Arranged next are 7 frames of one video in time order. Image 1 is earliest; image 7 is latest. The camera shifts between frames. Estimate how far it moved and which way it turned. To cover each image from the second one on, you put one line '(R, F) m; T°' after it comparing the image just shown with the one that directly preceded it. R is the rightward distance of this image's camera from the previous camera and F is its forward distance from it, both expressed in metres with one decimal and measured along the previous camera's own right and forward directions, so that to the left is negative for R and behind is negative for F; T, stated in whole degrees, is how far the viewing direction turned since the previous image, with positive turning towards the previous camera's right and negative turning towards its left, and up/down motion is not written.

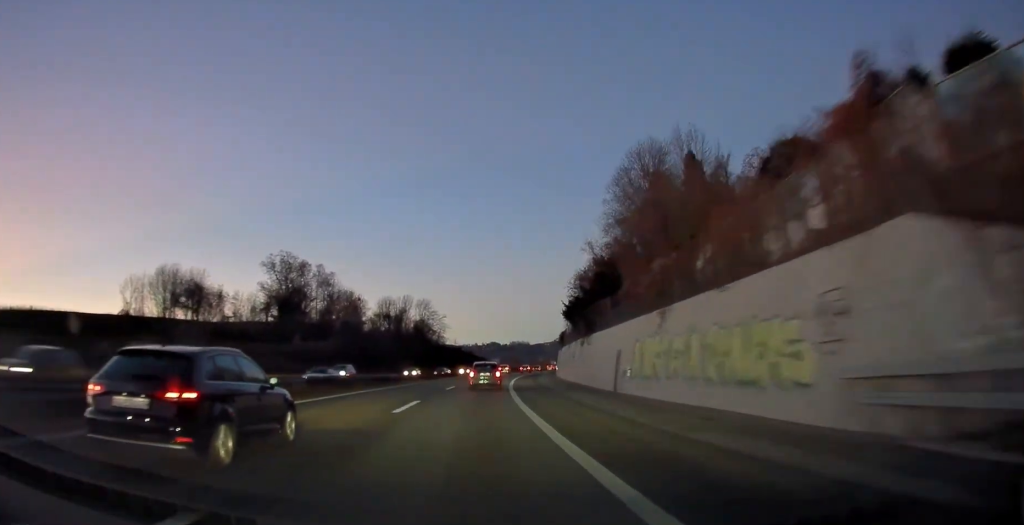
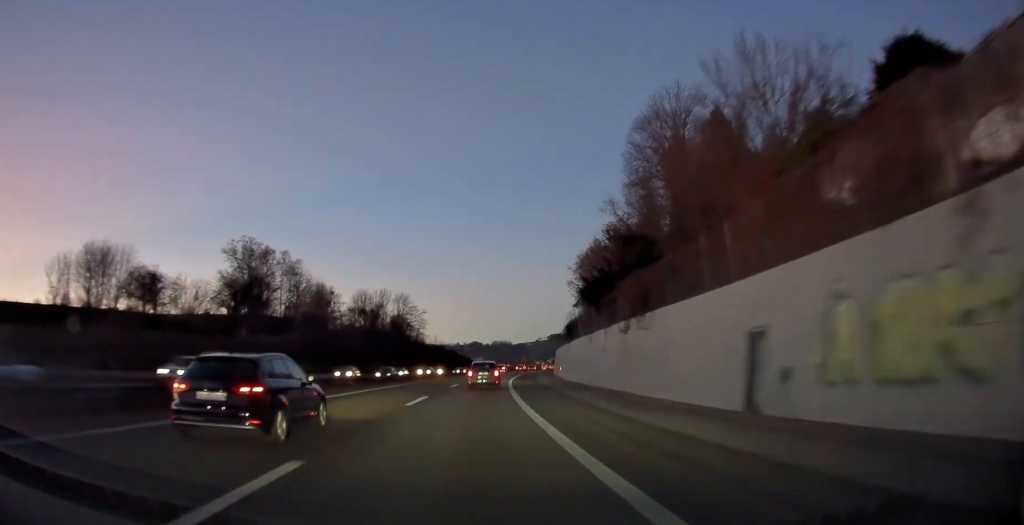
(+0.4, +15.4) m; +2°
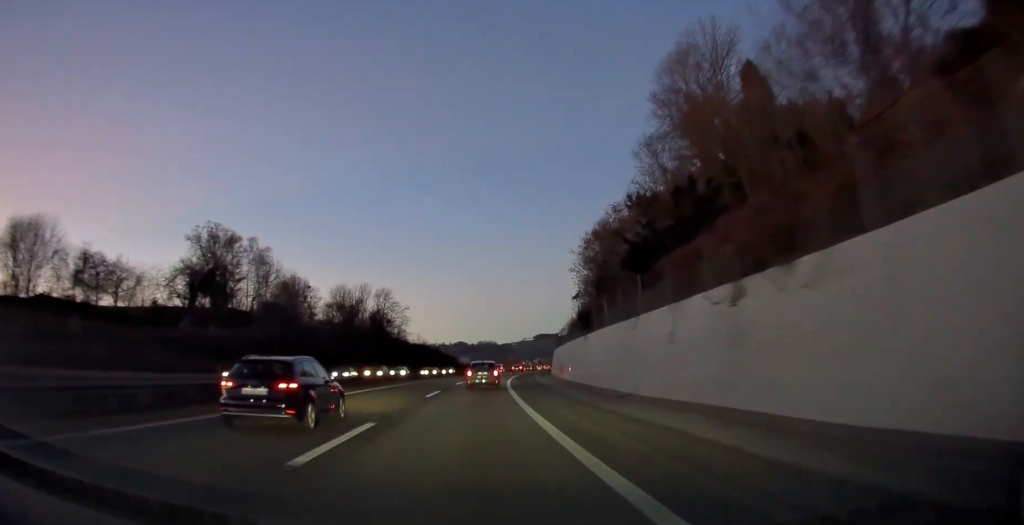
(0.0, +11.9) m; +1°
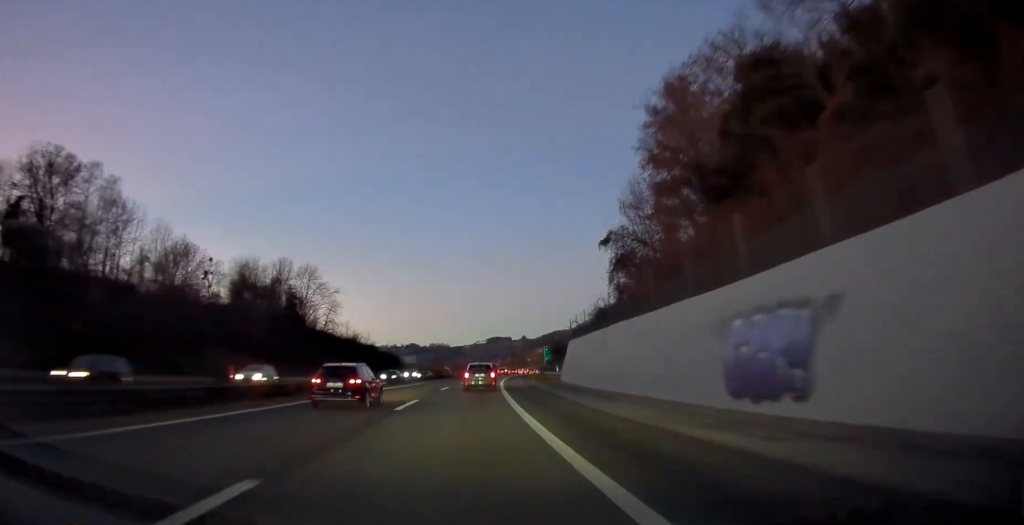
(+1.7, +43.3) m; +4°
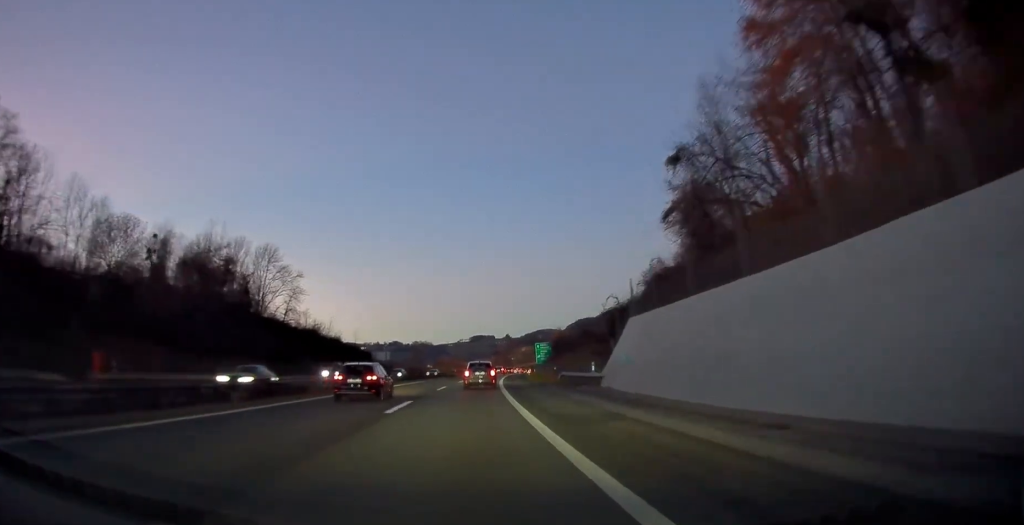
(+0.4, +20.3) m; +2°
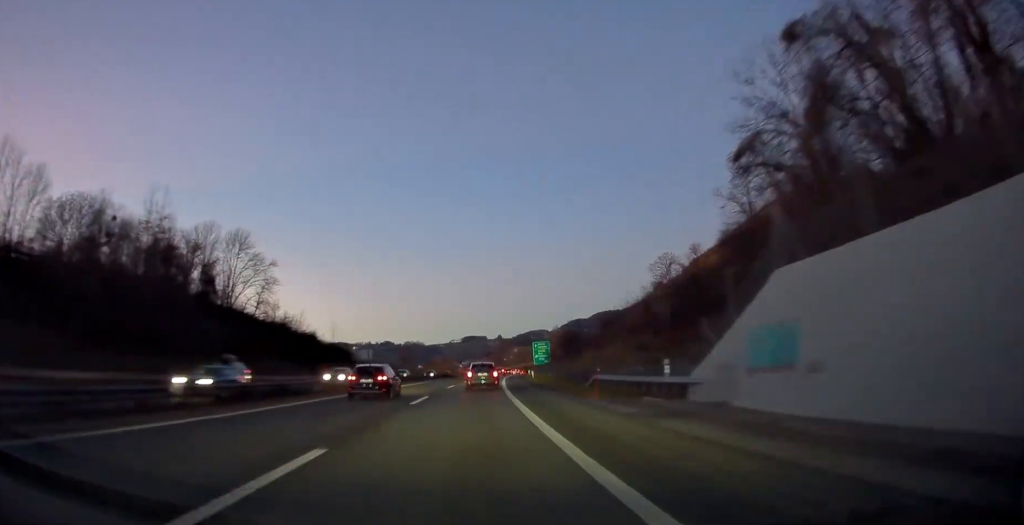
(+0.1, +12.7) m; +1°
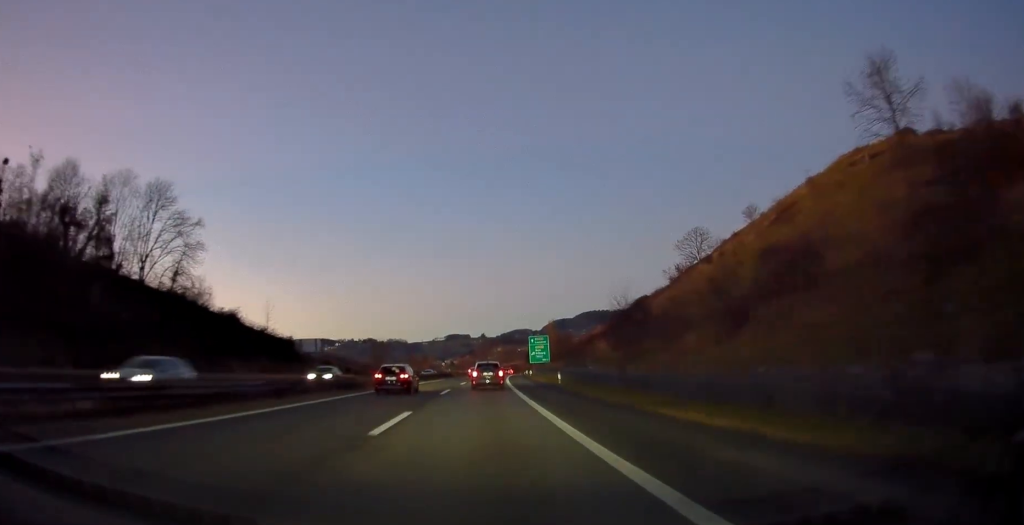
(+0.7, +28.3) m; +3°
